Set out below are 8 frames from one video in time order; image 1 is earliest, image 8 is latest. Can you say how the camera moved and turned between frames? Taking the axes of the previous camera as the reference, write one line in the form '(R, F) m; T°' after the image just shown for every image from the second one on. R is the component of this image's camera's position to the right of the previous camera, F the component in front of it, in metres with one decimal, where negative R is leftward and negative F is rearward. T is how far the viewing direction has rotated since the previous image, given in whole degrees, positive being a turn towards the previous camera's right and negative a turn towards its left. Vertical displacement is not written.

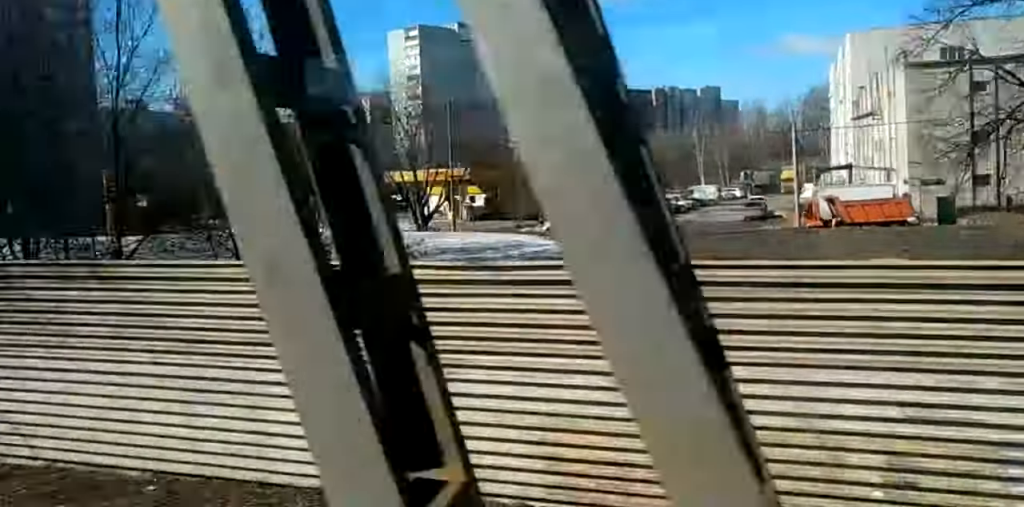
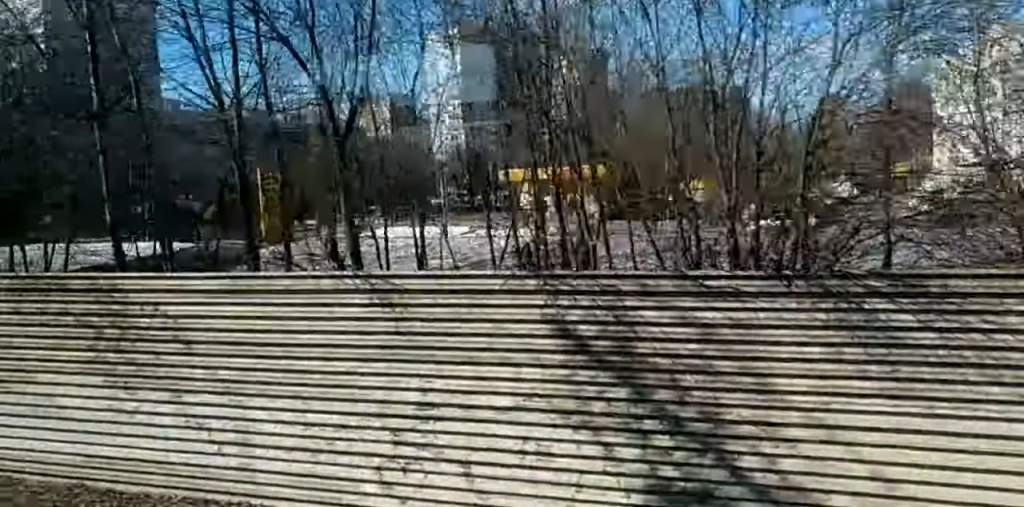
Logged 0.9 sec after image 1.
(+0.2, +16.0) m; +1°
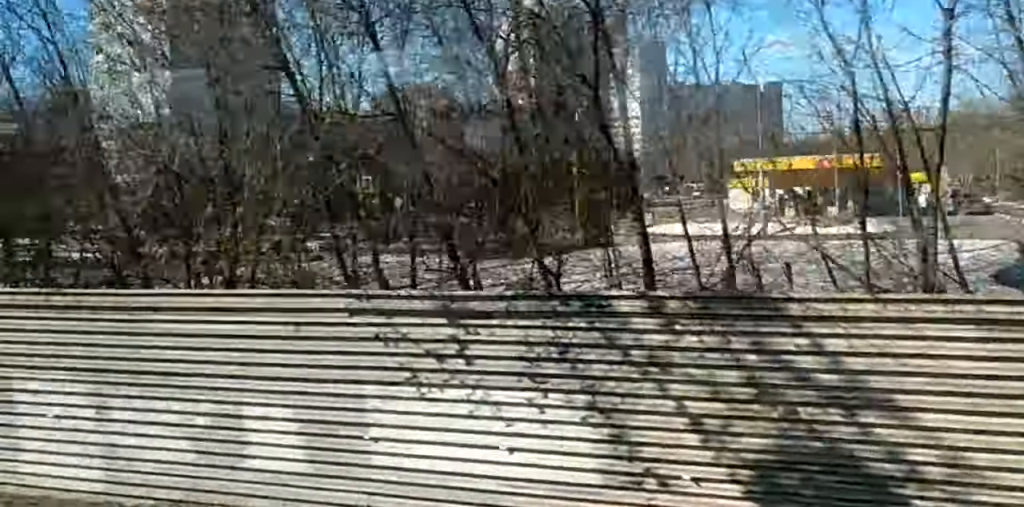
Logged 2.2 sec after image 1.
(+0.3, +24.4) m; +1°
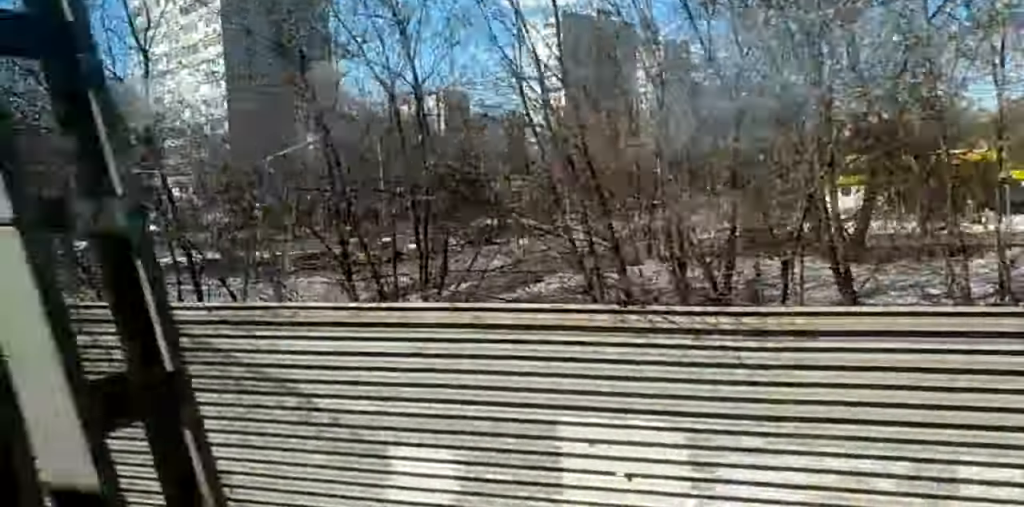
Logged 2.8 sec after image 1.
(+0.1, +9.9) m; 0°
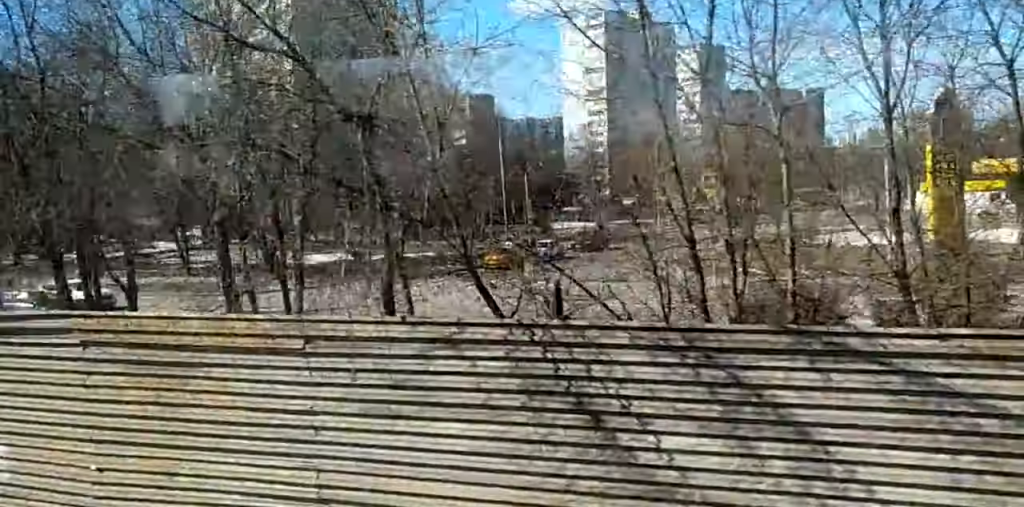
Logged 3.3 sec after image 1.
(-0.1, +9.1) m; -1°
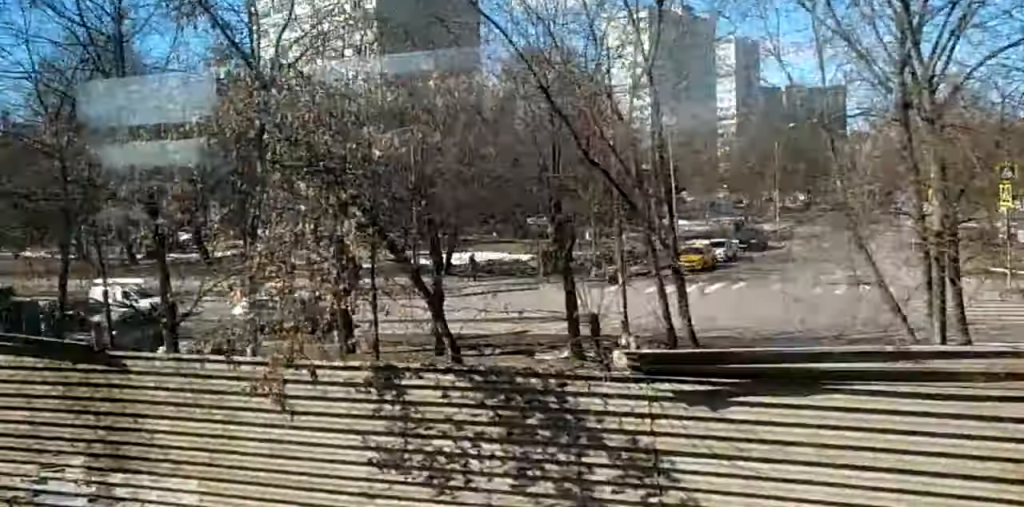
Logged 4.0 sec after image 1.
(-0.1, +12.6) m; 0°
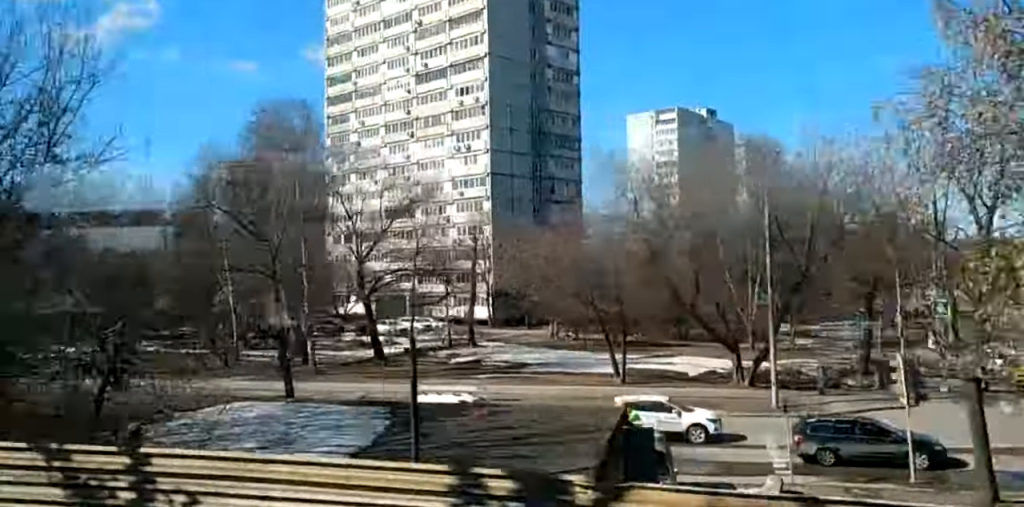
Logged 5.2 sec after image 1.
(+0.3, +19.8) m; +2°
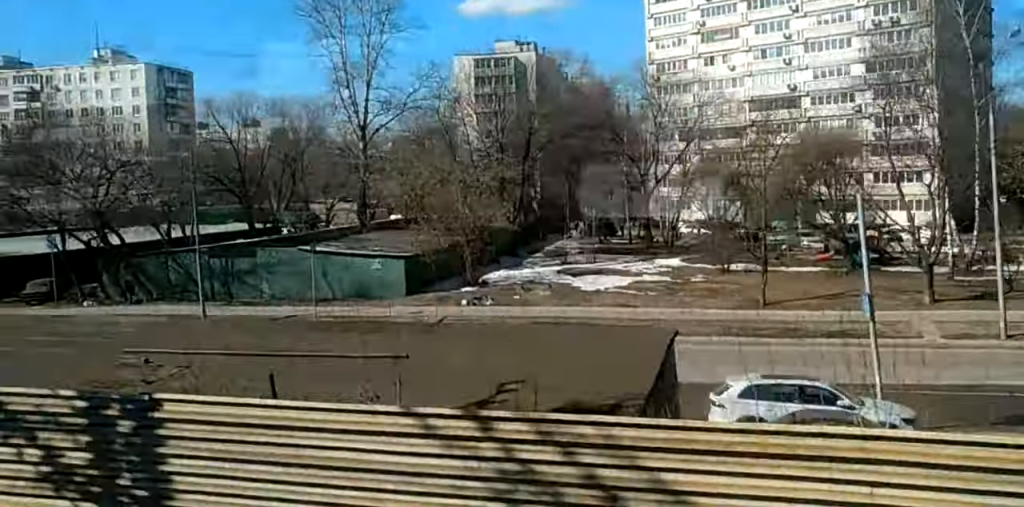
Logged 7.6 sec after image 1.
(-0.5, +45.7) m; -2°
